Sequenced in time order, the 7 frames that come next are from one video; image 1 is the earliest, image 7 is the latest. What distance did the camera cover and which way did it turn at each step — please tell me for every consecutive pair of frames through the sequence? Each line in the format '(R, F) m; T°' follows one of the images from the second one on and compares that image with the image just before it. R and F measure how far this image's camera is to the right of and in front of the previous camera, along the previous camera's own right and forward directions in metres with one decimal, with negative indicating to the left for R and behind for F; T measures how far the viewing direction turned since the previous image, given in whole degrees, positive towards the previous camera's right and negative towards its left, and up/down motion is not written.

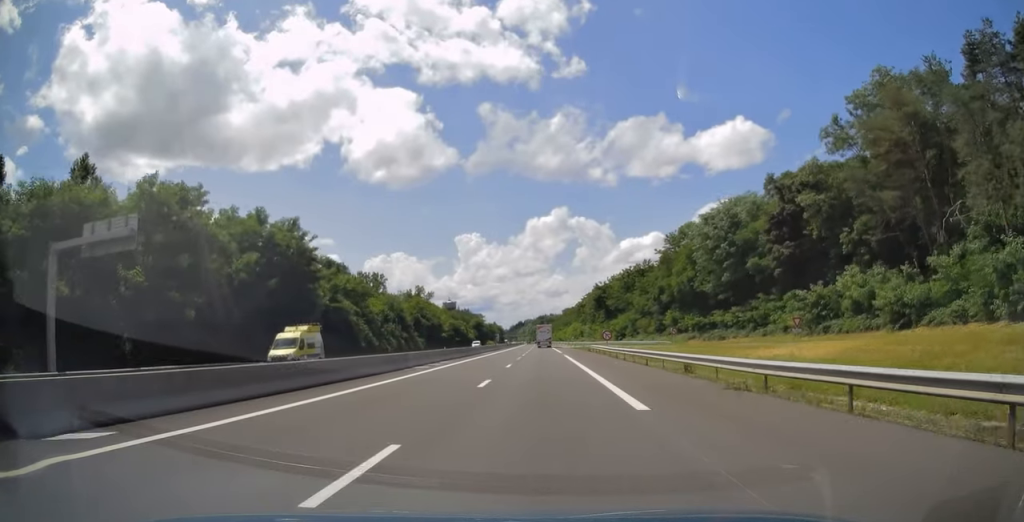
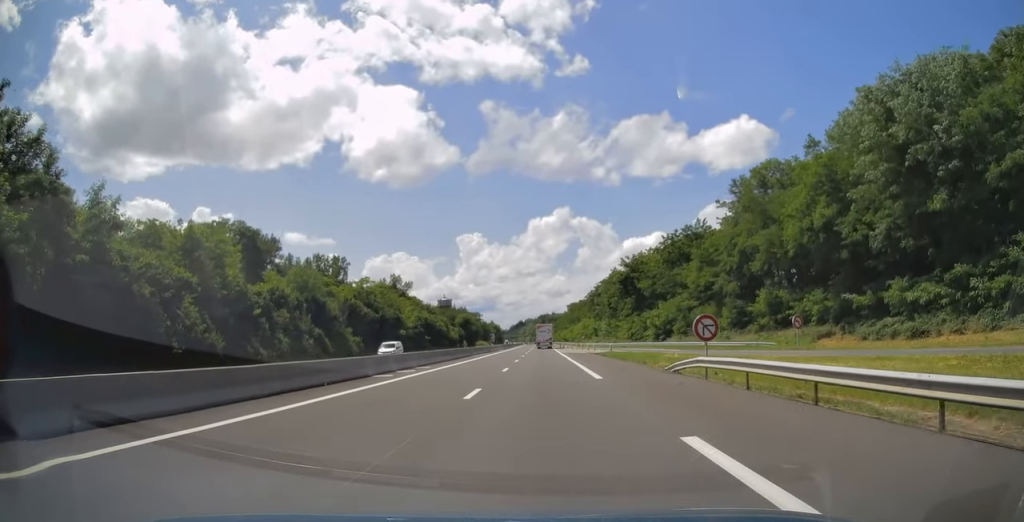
(0.0, +42.4) m; -1°
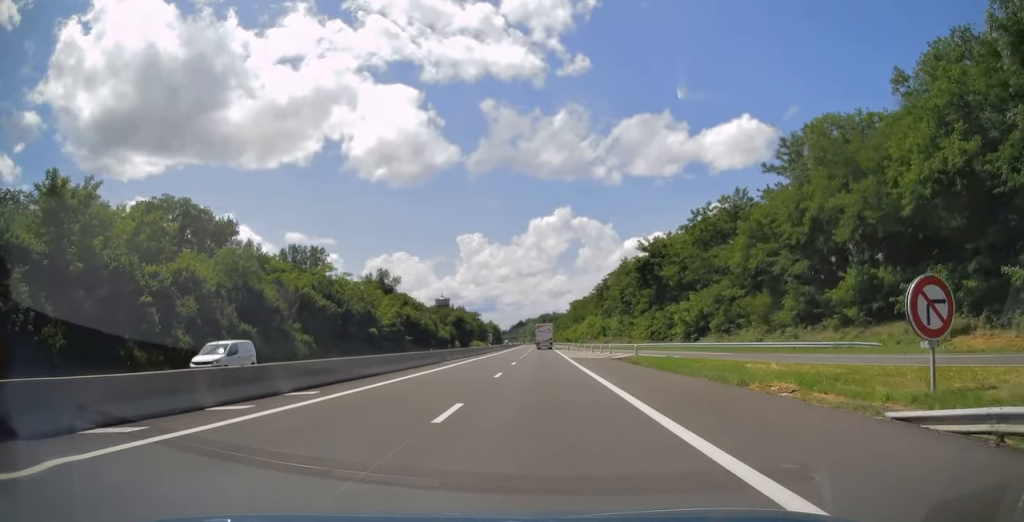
(-0.1, +17.1) m; 0°
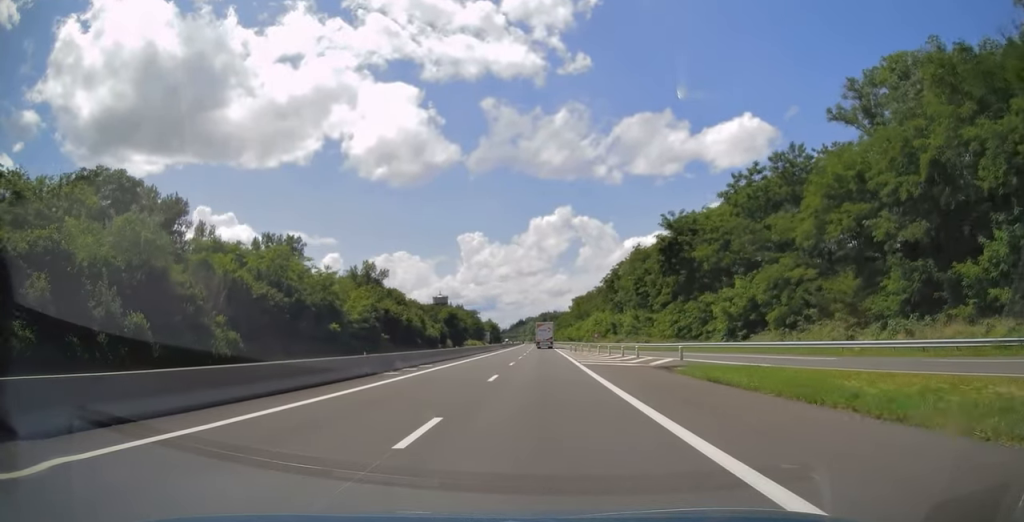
(-0.2, +15.5) m; 0°
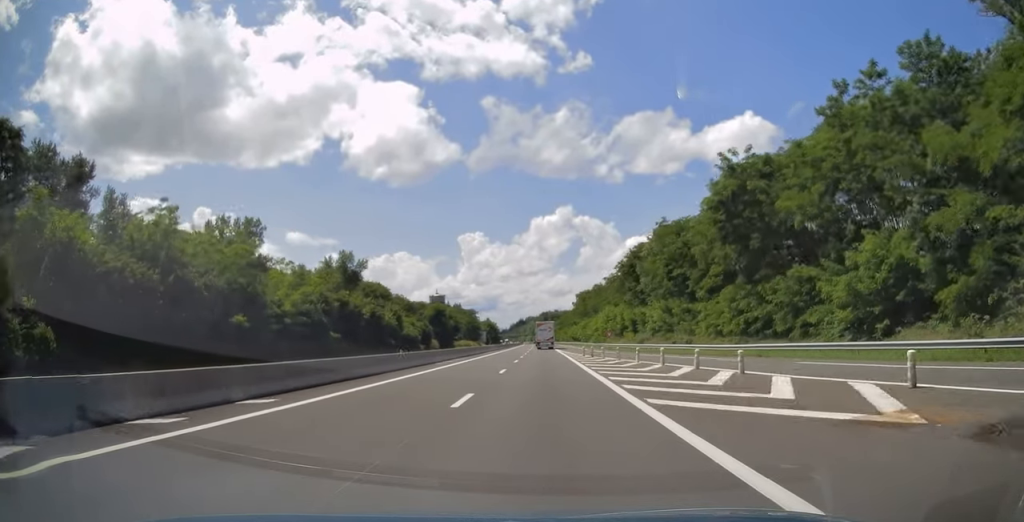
(+0.1, +21.2) m; 0°
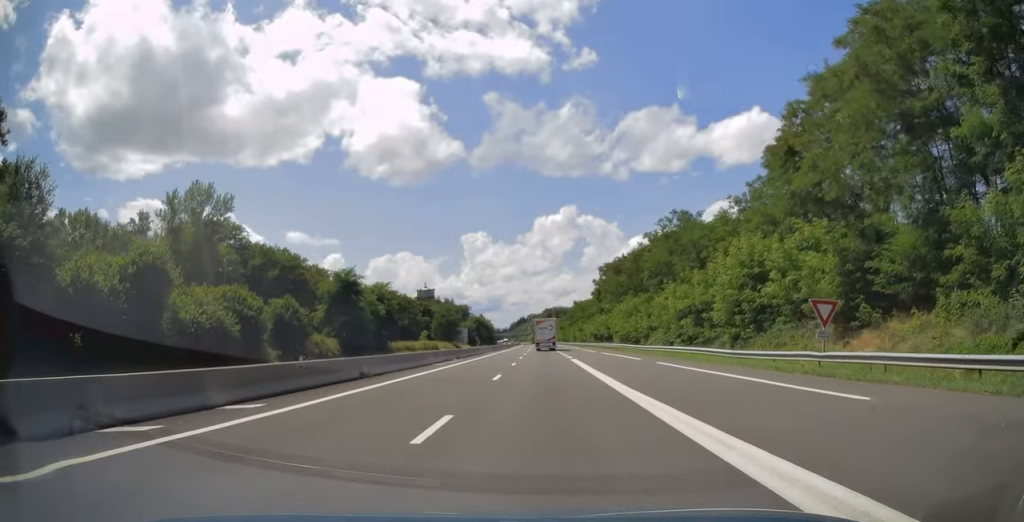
(+0.1, +69.2) m; 0°
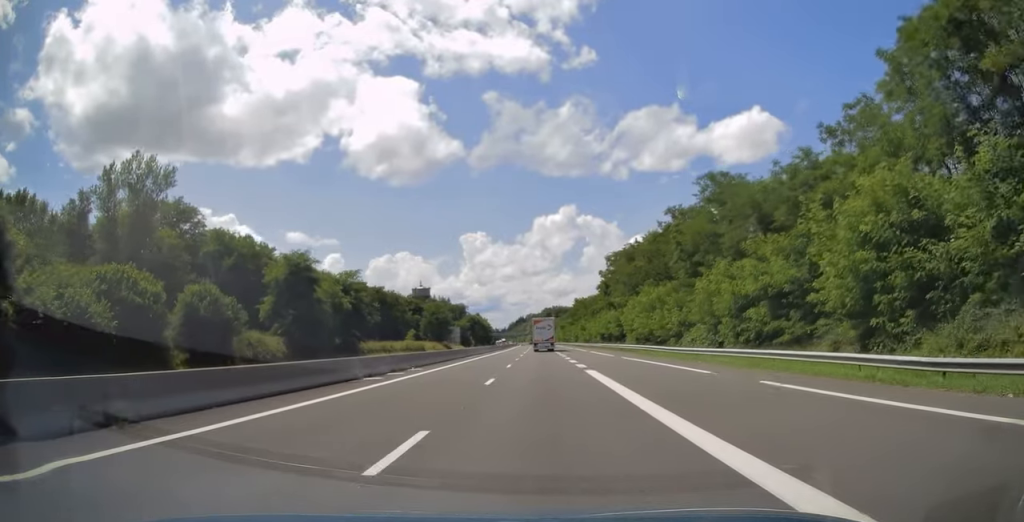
(+0.1, +15.0) m; 0°
